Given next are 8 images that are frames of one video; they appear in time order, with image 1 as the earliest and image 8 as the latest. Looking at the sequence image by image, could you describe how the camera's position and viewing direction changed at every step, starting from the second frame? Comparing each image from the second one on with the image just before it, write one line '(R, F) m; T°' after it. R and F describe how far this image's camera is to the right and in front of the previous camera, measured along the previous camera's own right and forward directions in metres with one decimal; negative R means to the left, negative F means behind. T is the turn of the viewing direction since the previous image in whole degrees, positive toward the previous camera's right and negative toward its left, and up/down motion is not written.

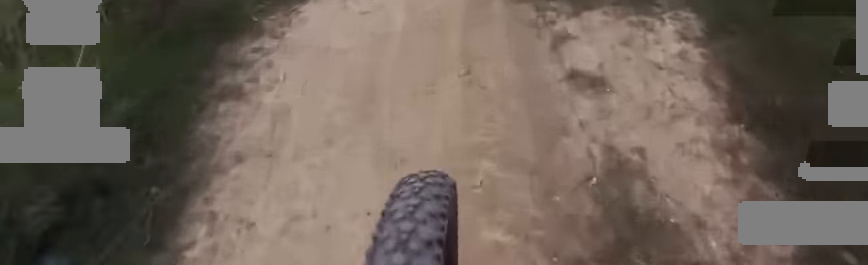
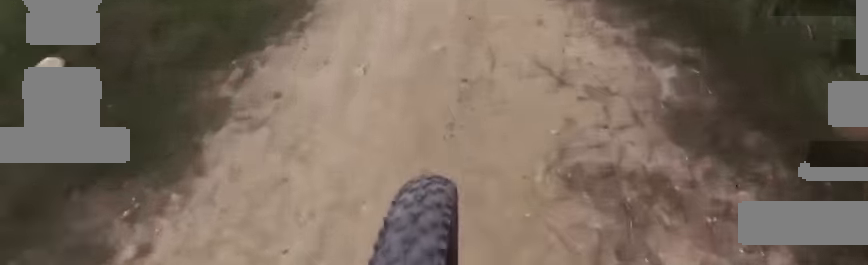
(-0.1, +5.3) m; -3°
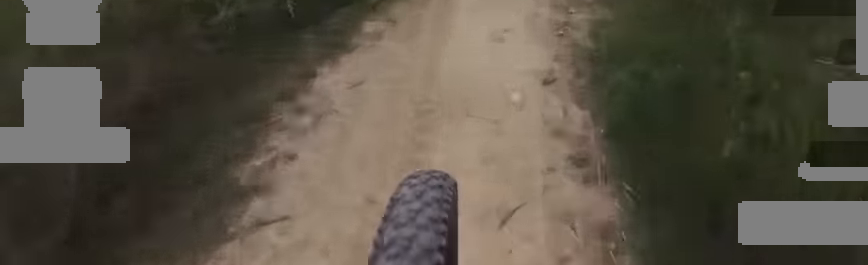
(0.0, +4.6) m; -4°
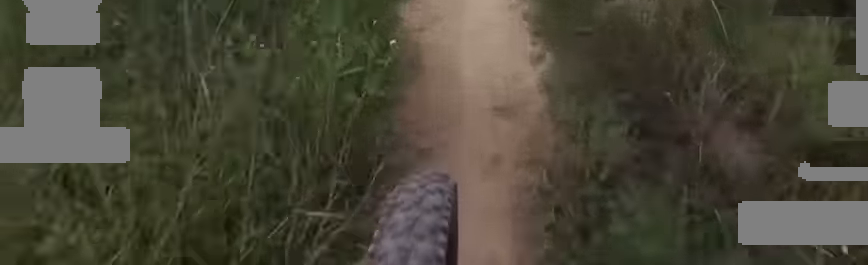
(-0.3, +4.5) m; -3°
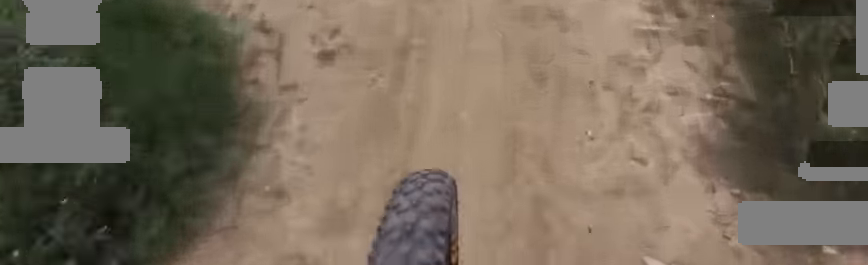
(-0.4, +7.4) m; -1°
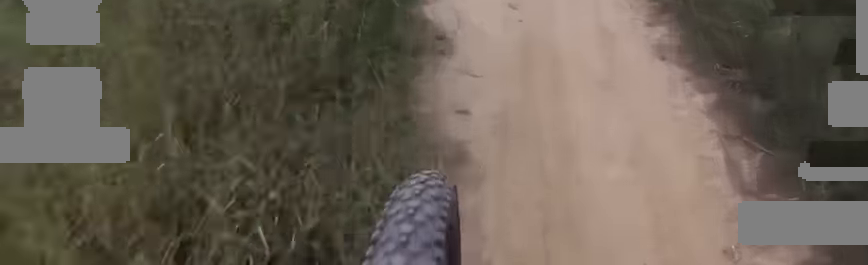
(+0.5, +10.4) m; +4°
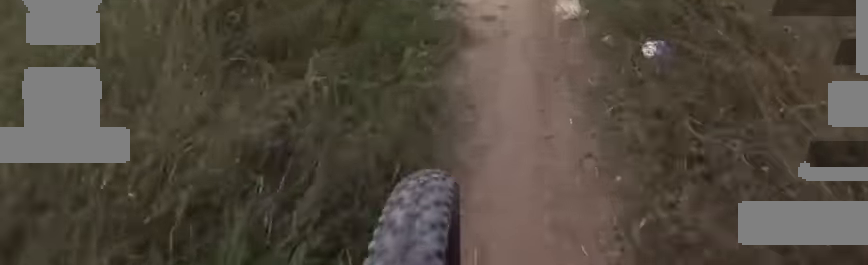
(-0.3, +12.1) m; -5°
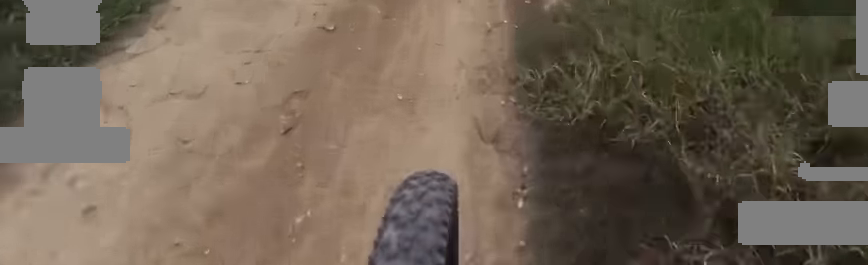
(-0.1, +8.4) m; -1°
